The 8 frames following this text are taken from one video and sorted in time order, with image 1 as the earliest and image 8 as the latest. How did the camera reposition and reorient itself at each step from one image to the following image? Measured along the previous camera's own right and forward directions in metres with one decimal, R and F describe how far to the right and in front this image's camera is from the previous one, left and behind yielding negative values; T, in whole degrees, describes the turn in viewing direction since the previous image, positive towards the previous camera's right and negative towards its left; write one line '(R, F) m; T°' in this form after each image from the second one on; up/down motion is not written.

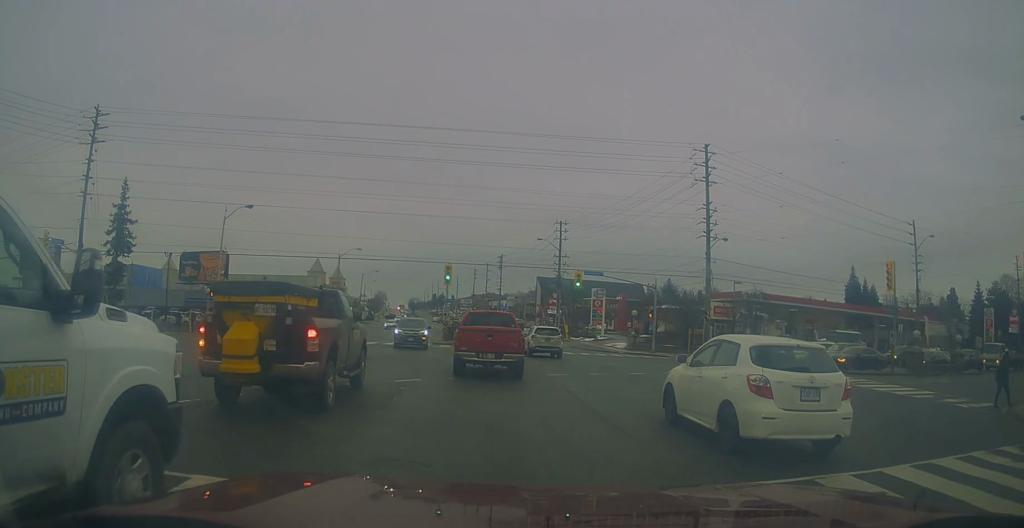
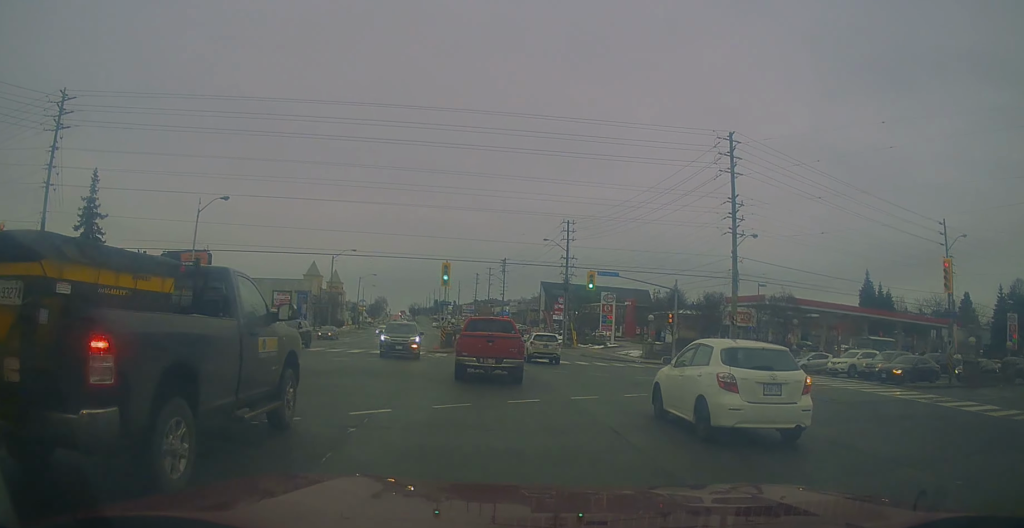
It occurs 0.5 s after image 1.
(0.0, +5.1) m; 0°
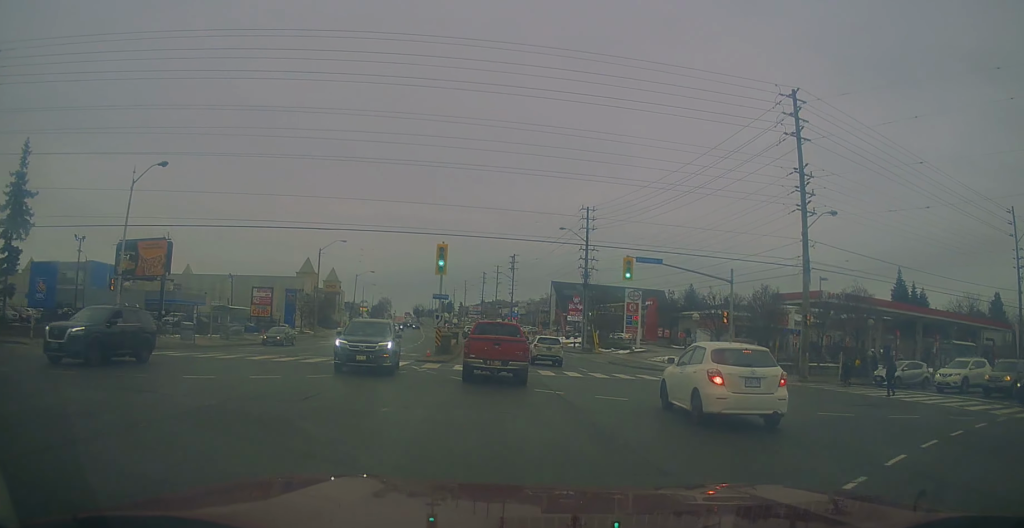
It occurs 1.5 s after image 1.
(0.0, +9.7) m; -2°
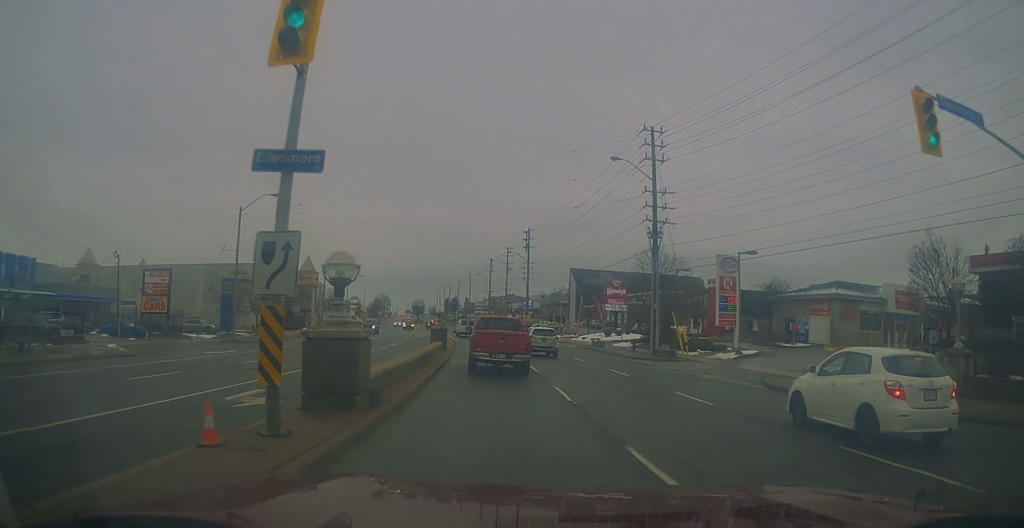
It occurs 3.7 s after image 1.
(-1.1, +25.3) m; -1°
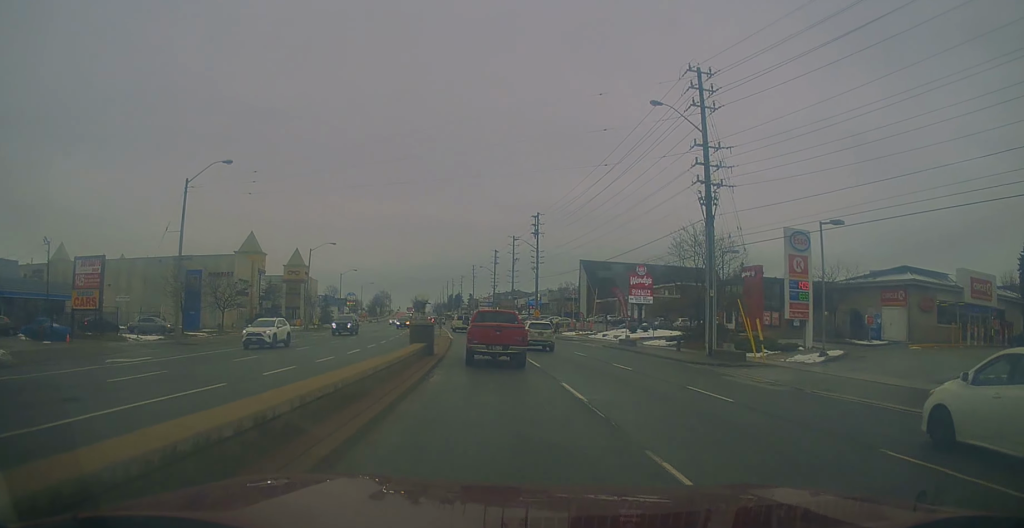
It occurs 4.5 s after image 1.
(+0.4, +9.8) m; 0°
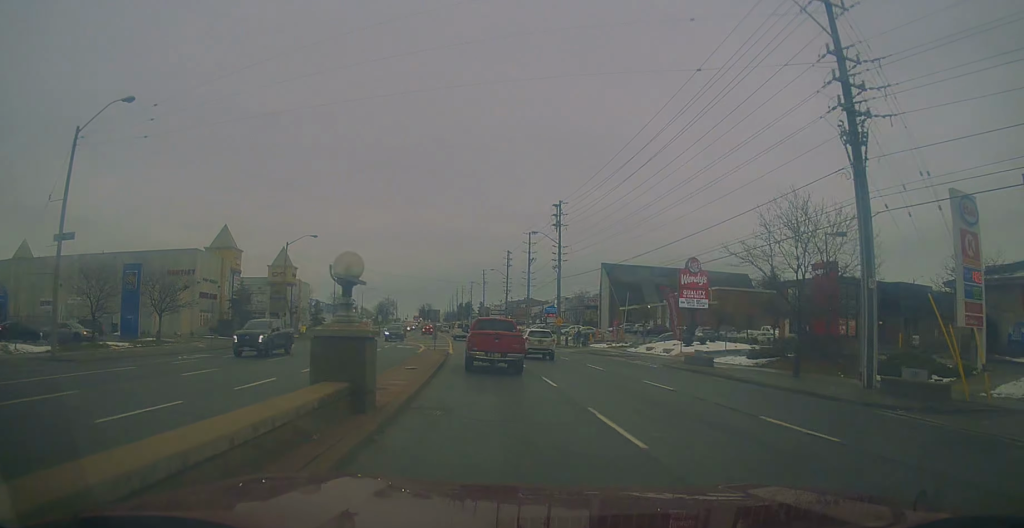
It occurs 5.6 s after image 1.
(-0.5, +13.4) m; -1°
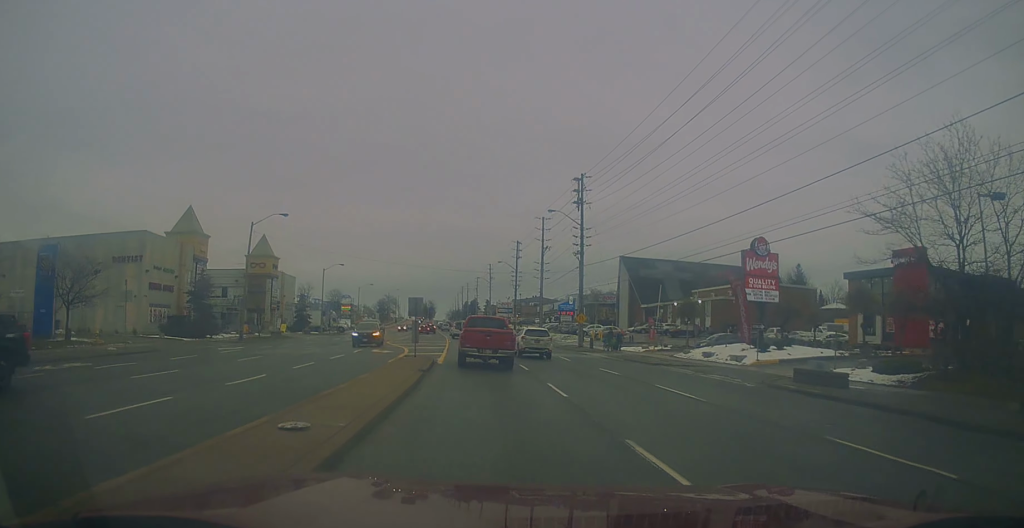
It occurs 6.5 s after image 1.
(+0.2, +11.9) m; -1°
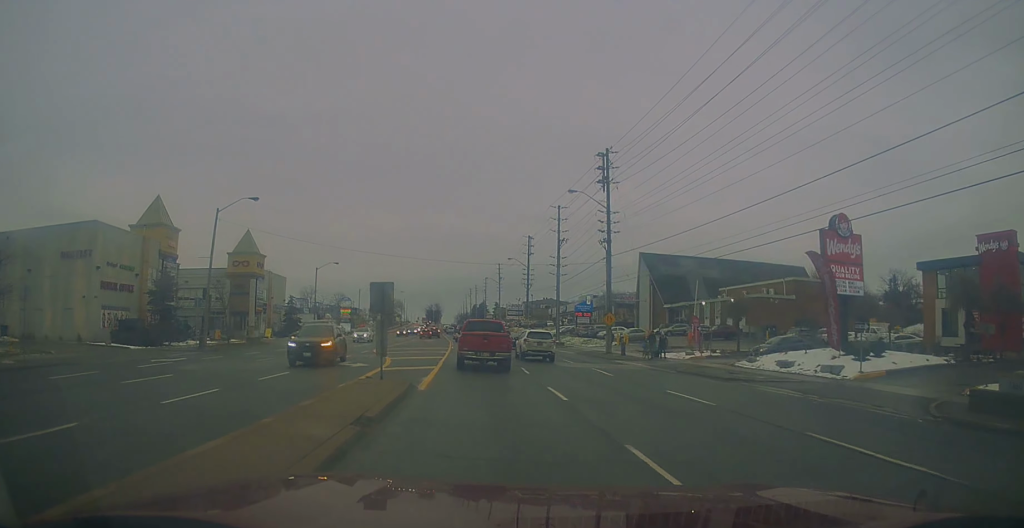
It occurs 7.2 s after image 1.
(-0.1, +9.1) m; -2°
